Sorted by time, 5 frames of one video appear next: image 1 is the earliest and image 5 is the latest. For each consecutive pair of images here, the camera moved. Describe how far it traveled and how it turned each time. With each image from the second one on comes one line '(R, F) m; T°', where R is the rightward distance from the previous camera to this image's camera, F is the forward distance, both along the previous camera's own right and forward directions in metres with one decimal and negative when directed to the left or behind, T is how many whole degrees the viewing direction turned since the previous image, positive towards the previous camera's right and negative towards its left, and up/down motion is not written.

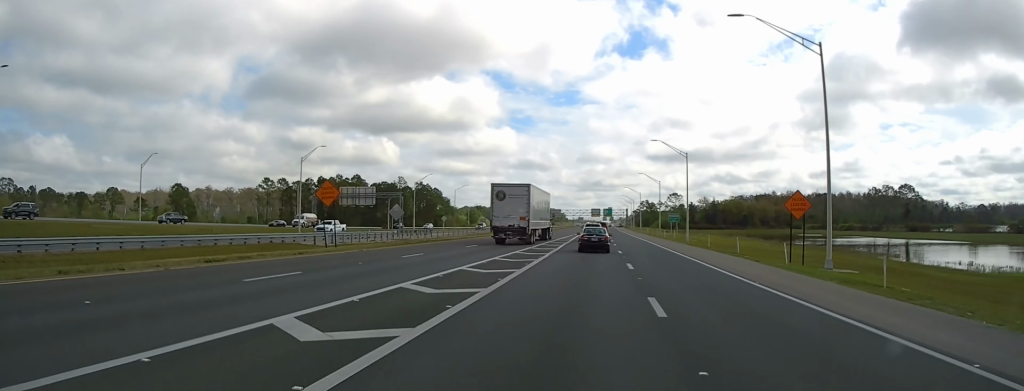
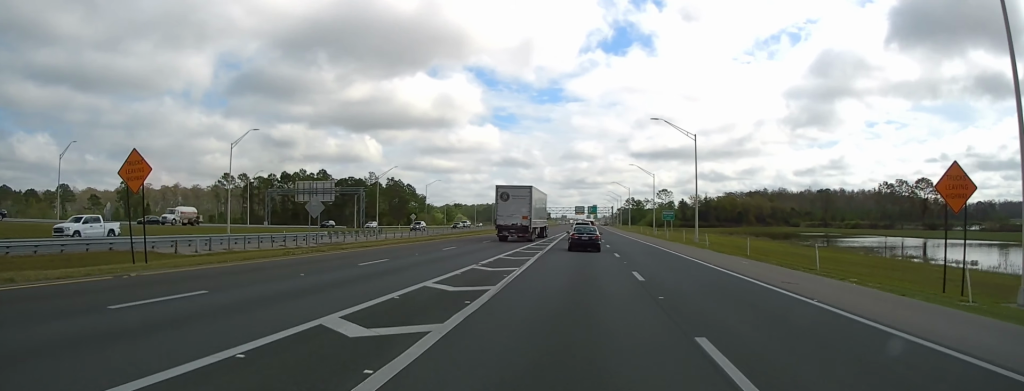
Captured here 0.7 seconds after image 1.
(0.0, +17.8) m; 0°
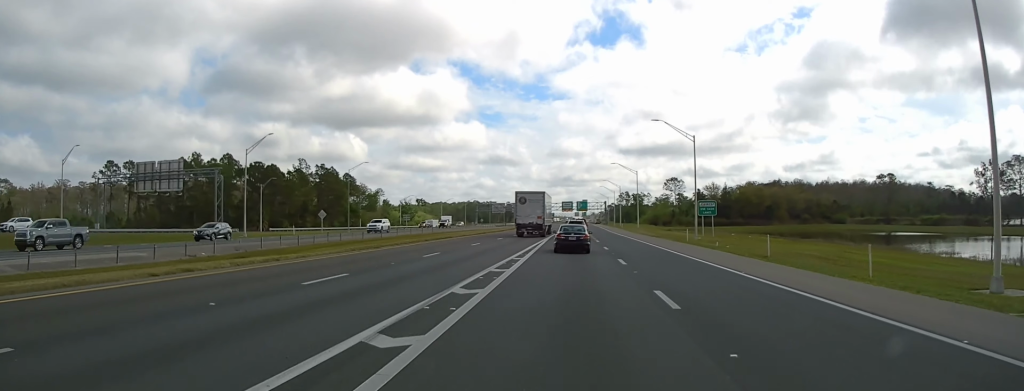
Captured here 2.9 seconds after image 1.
(+0.1, +56.2) m; 0°
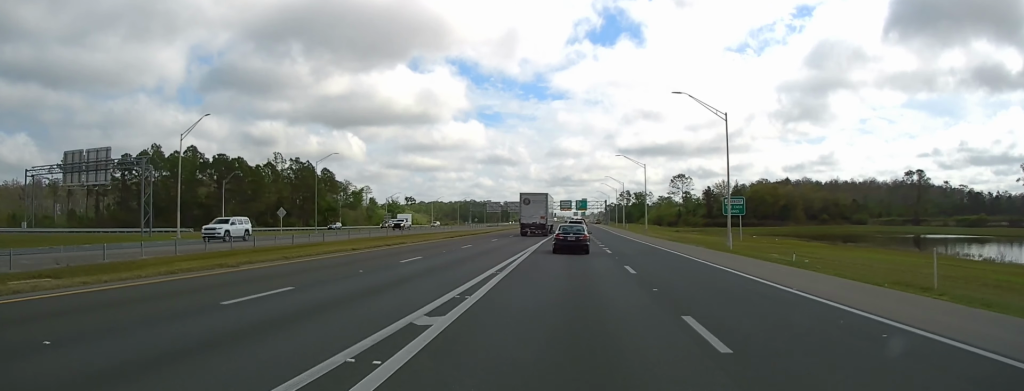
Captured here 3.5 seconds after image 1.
(+0.1, +16.7) m; 0°
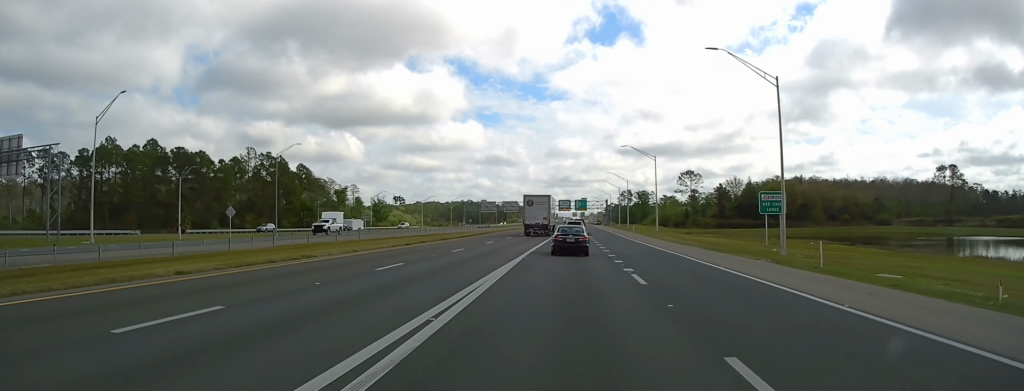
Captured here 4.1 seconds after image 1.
(0.0, +16.0) m; -1°
